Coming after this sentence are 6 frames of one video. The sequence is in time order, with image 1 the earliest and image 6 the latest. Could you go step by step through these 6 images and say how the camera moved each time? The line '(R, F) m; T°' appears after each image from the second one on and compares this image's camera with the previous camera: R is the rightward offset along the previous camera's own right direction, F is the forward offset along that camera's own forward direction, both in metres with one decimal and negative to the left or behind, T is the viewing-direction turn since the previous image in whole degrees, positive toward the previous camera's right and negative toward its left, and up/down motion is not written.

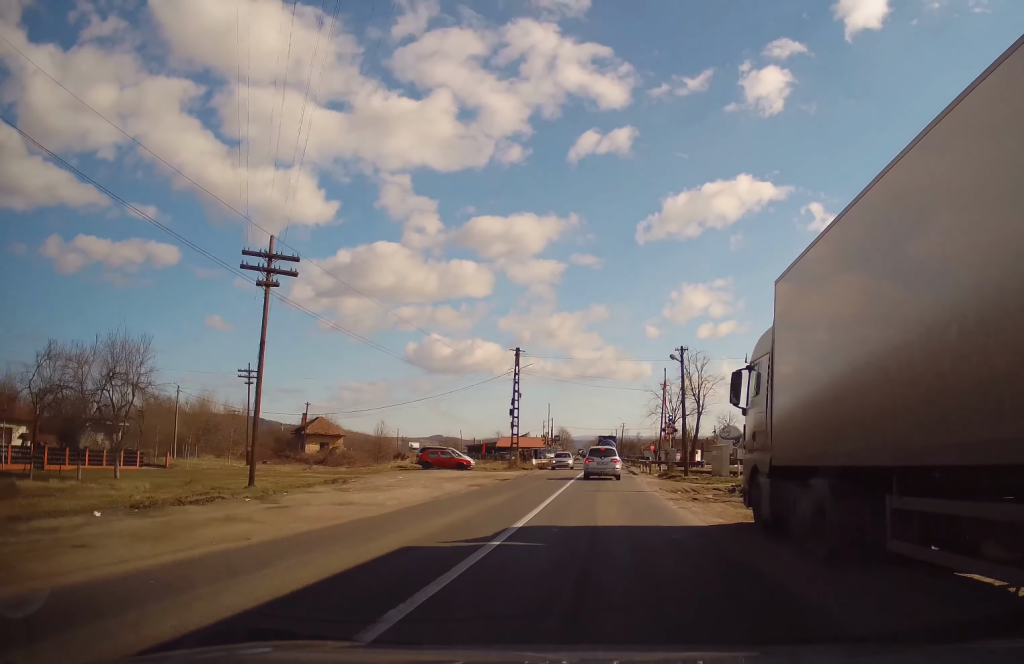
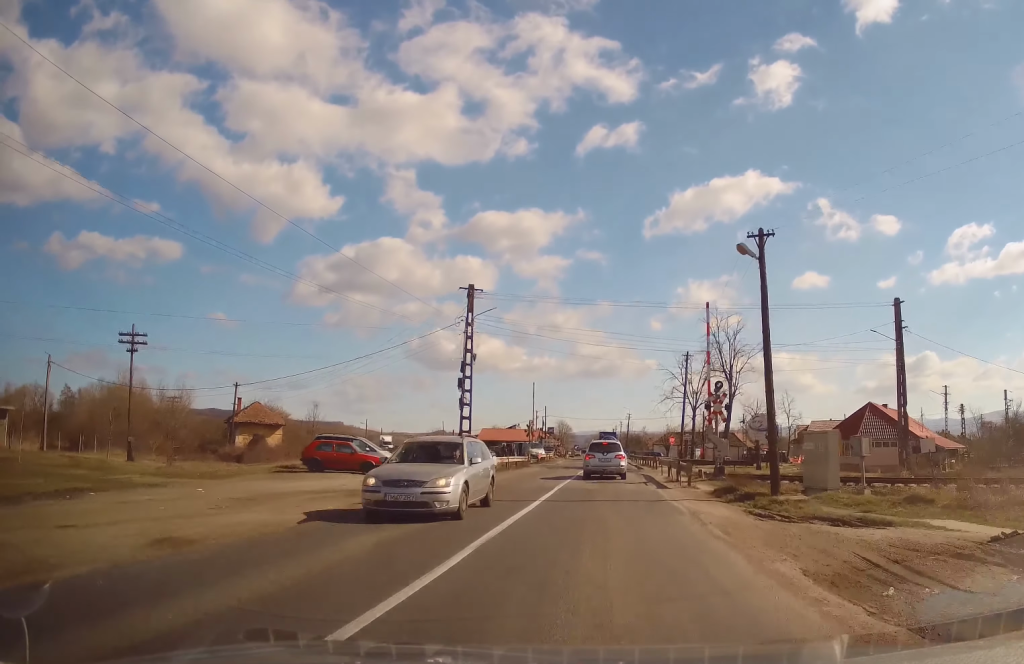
(-0.7, +19.8) m; -5°
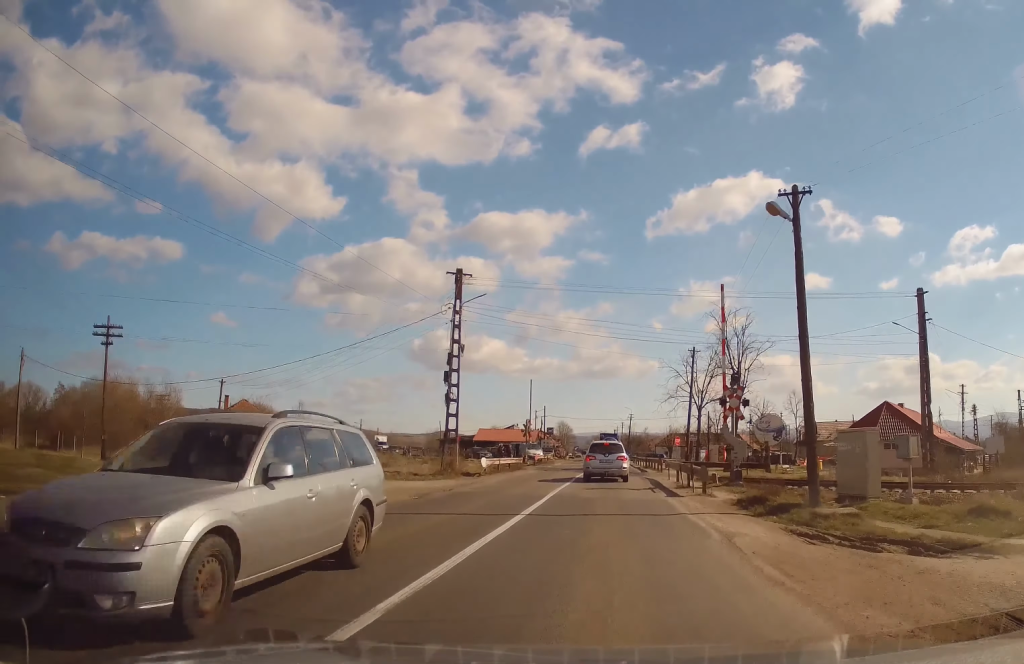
(-0.2, +3.3) m; 0°
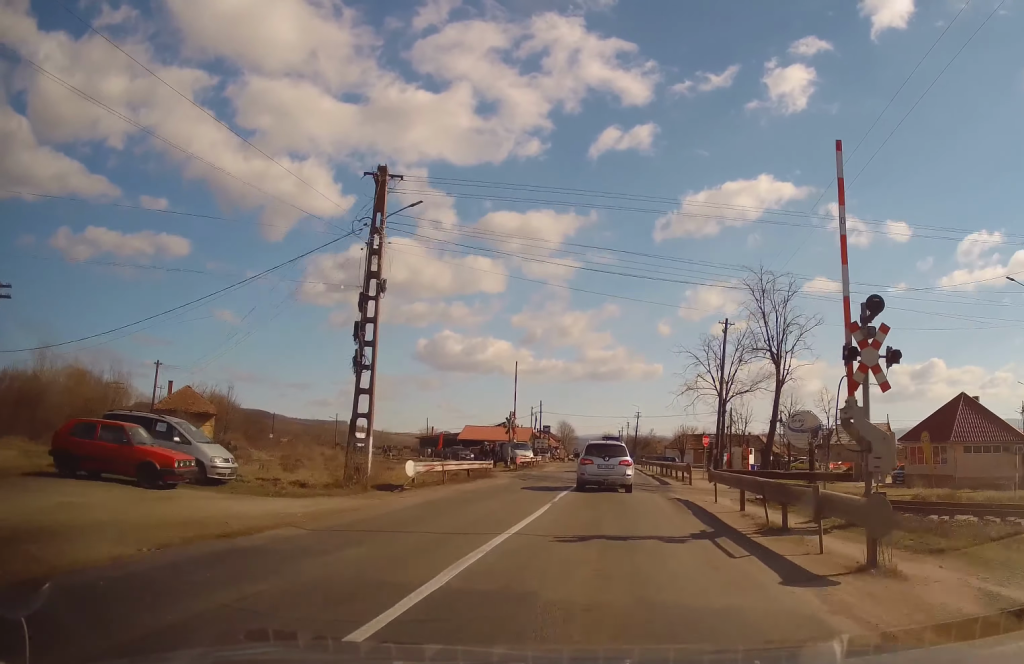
(+0.9, +12.3) m; +4°
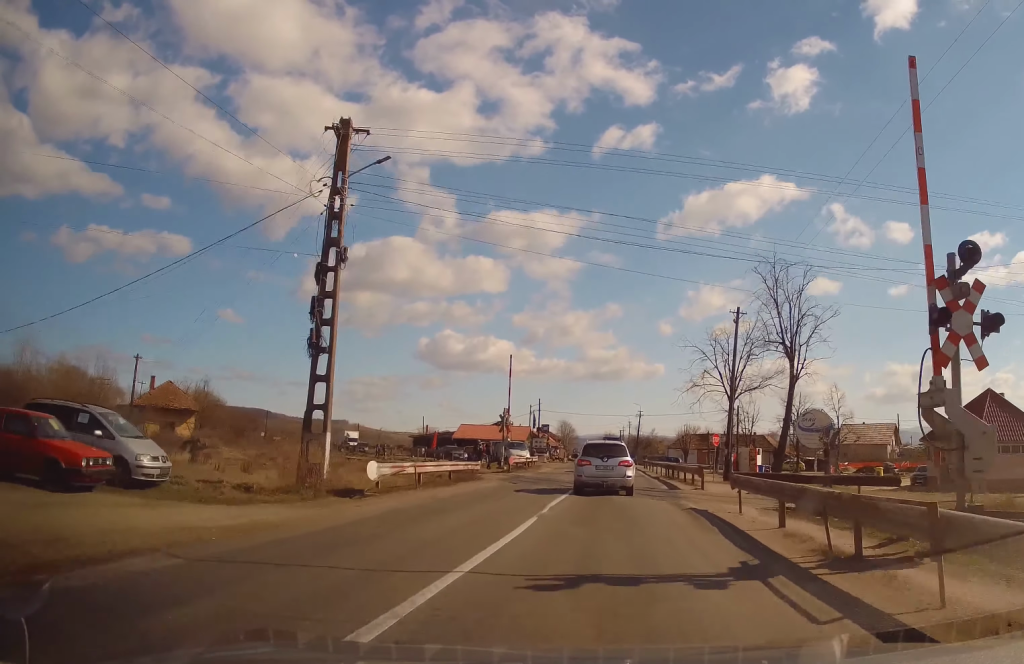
(+0.1, +3.3) m; -2°
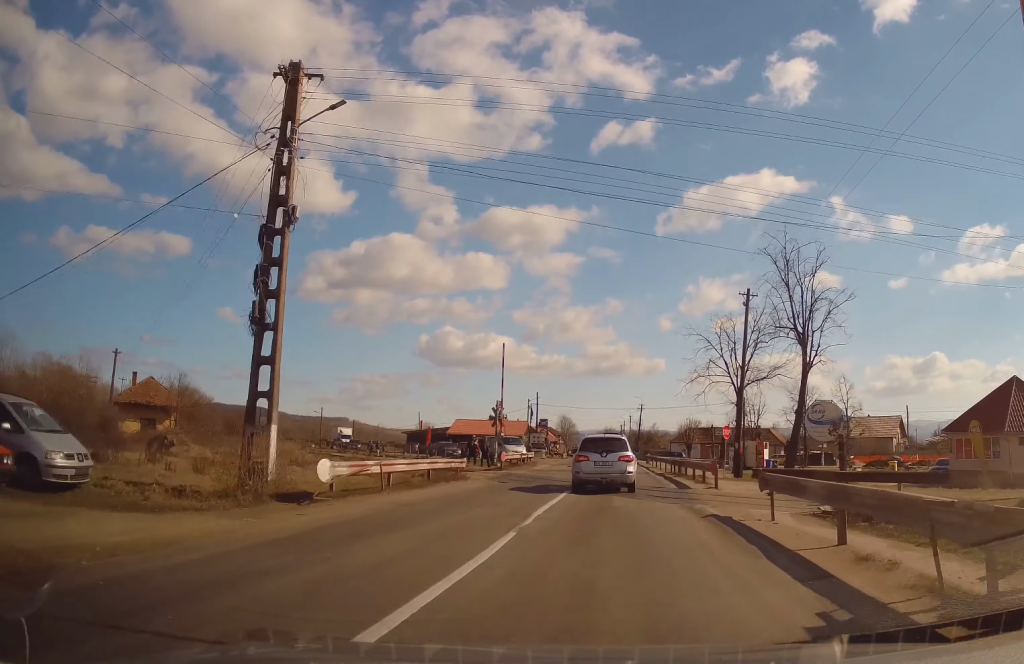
(-0.2, +2.8) m; -2°
